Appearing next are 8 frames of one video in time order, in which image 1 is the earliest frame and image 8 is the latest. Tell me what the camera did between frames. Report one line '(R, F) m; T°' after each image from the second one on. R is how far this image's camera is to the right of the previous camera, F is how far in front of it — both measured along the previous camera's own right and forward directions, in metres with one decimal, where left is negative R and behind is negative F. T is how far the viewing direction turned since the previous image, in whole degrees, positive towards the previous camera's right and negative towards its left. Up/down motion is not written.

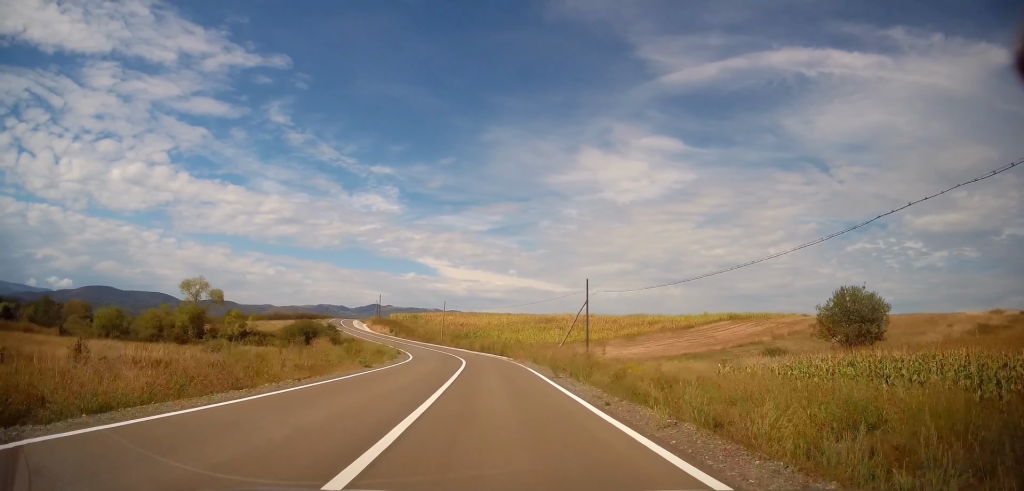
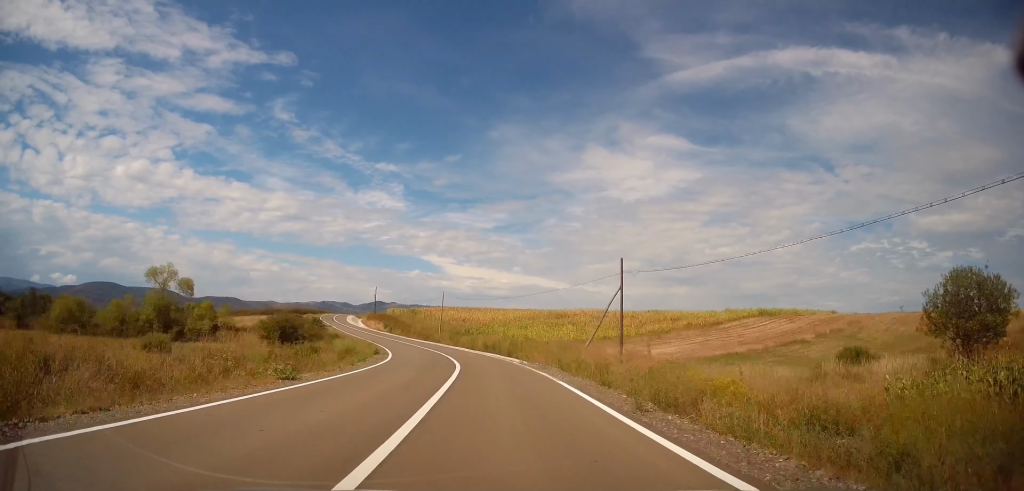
(-0.2, +10.2) m; -2°
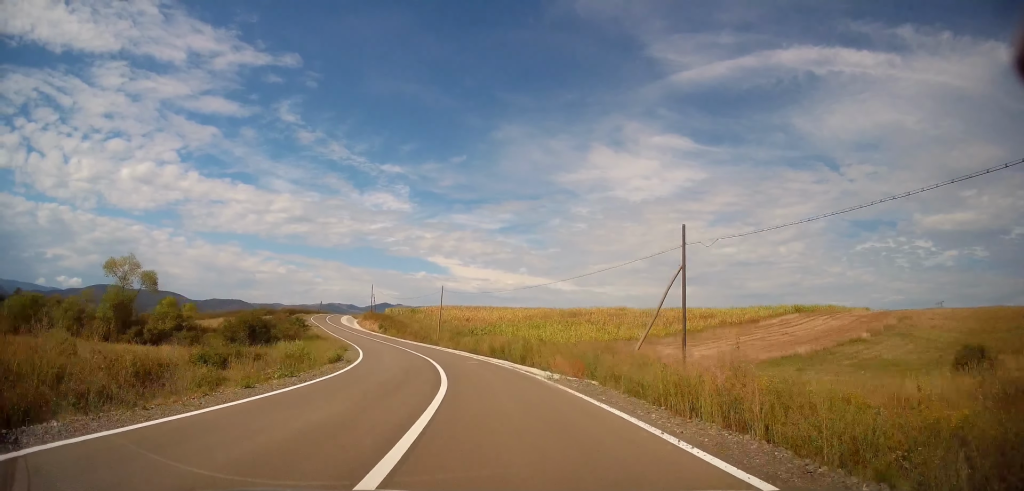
(-0.1, +10.3) m; -2°
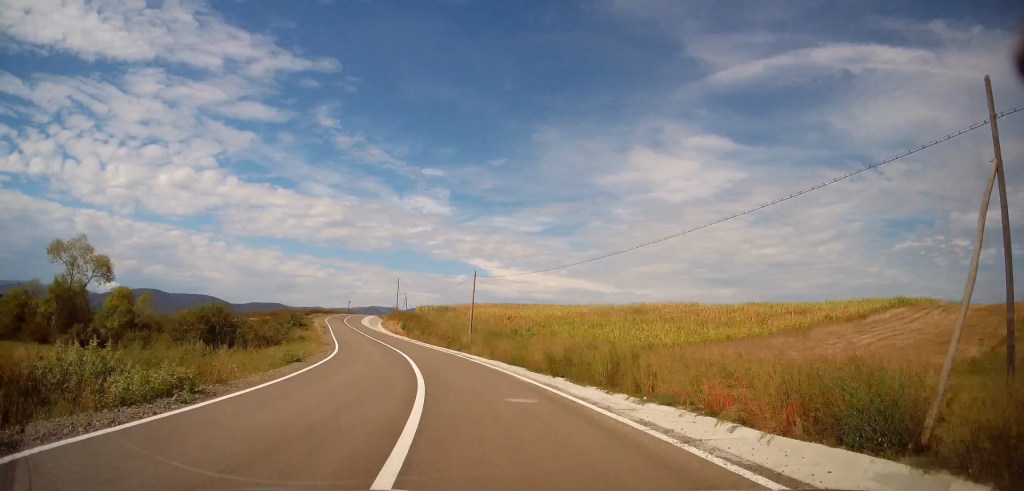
(-0.3, +16.3) m; -4°
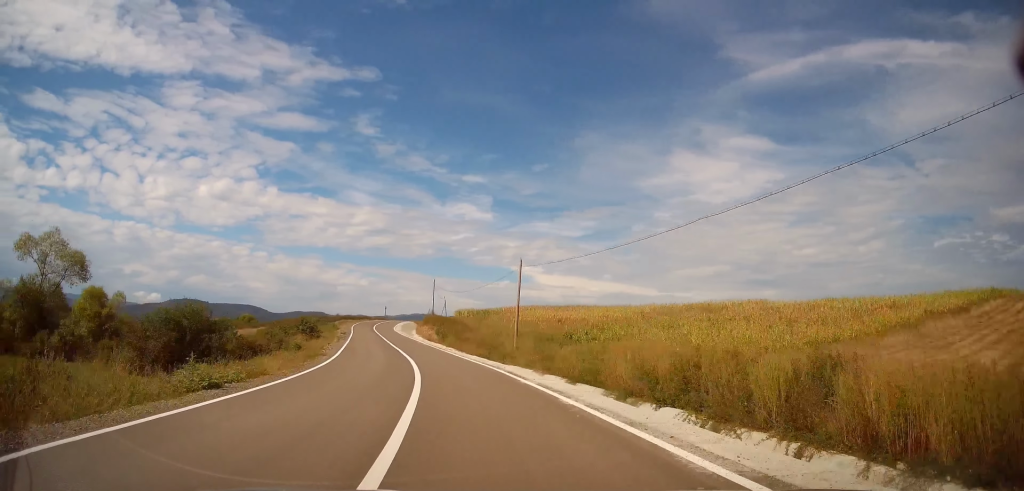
(-0.4, +10.0) m; -4°
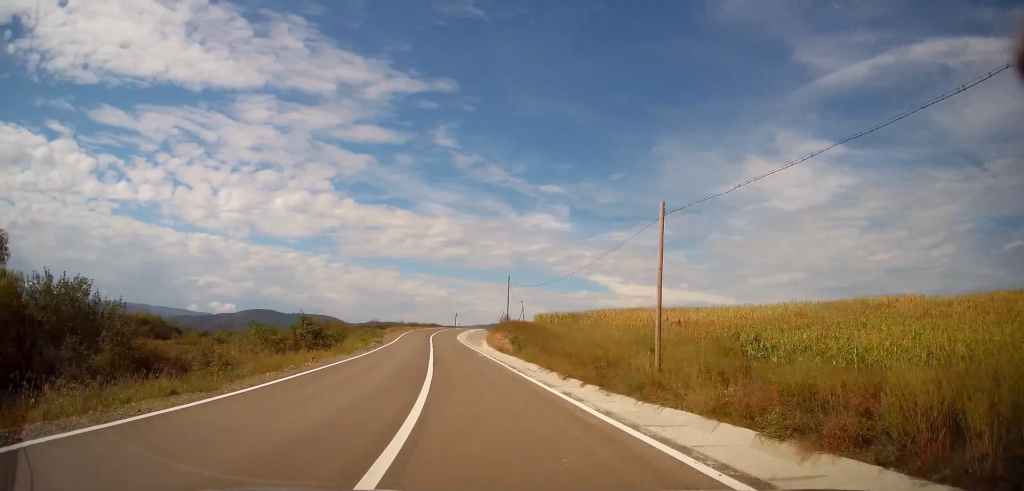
(-1.1, +17.7) m; -7°
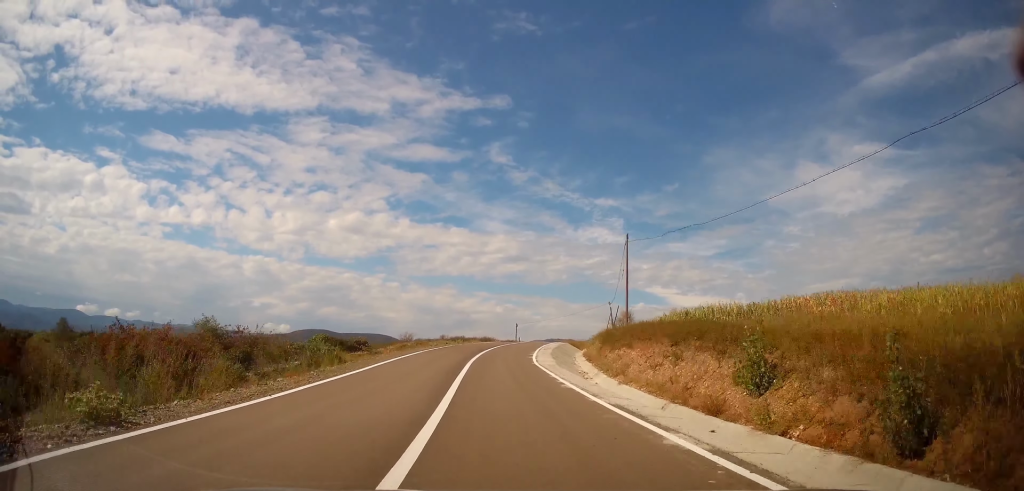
(-3.4, +36.0) m; -7°
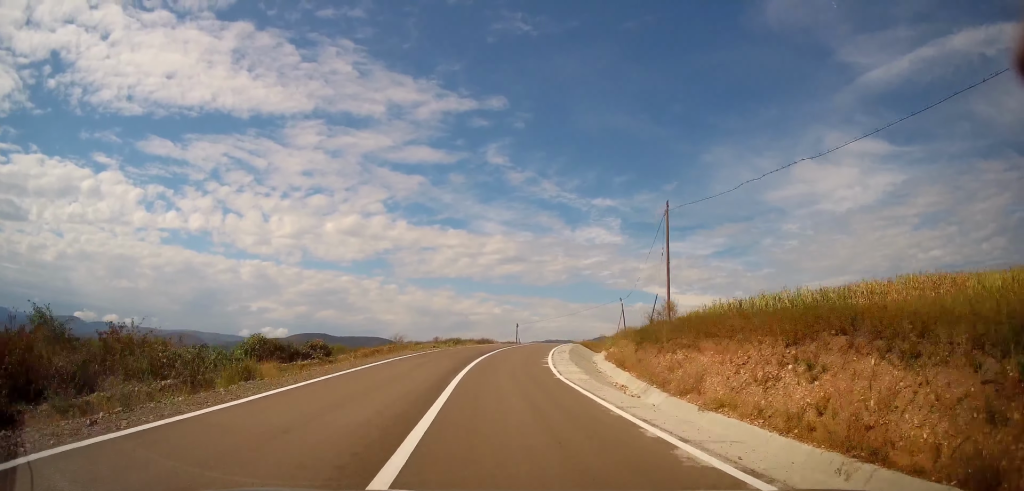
(-0.1, +9.1) m; 0°
